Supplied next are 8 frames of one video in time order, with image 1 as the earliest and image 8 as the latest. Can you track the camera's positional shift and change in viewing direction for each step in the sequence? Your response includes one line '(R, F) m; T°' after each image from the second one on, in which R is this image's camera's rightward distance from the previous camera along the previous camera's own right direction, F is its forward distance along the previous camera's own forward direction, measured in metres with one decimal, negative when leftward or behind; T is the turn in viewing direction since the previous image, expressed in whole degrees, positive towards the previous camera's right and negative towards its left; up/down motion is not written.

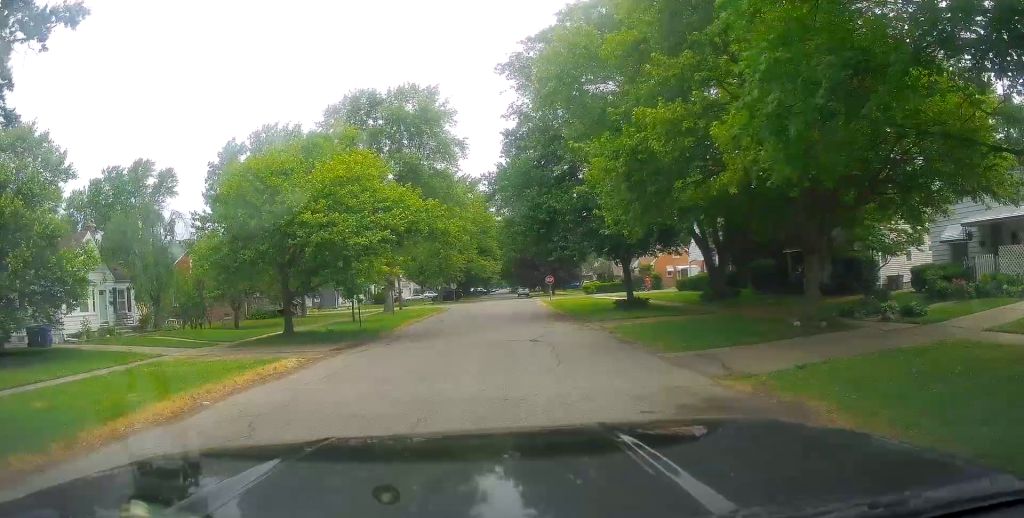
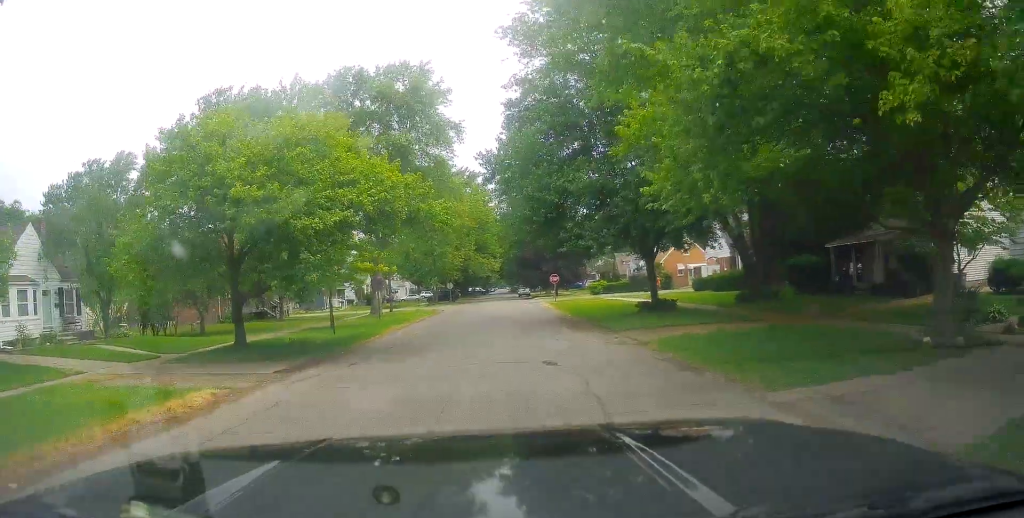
(+0.3, +5.0) m; +3°
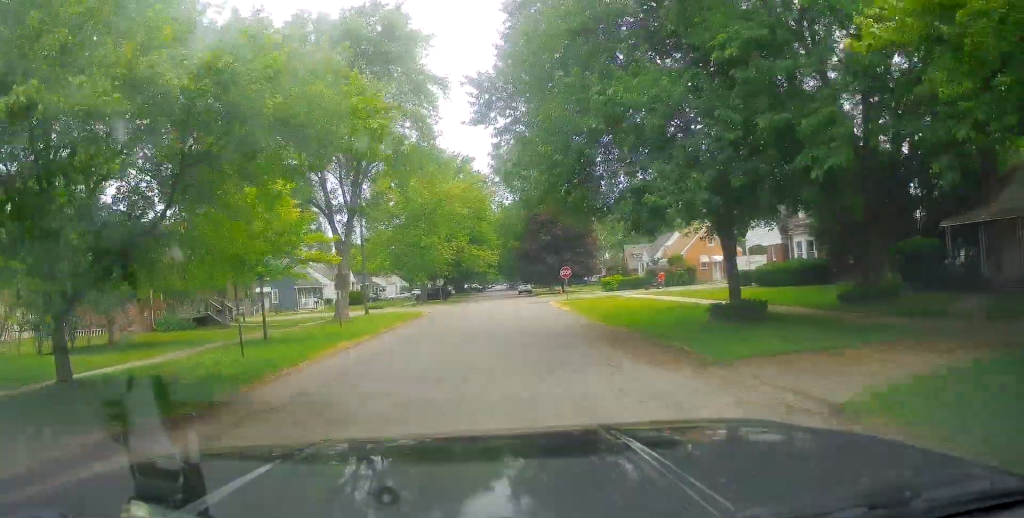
(+0.1, +9.6) m; 0°
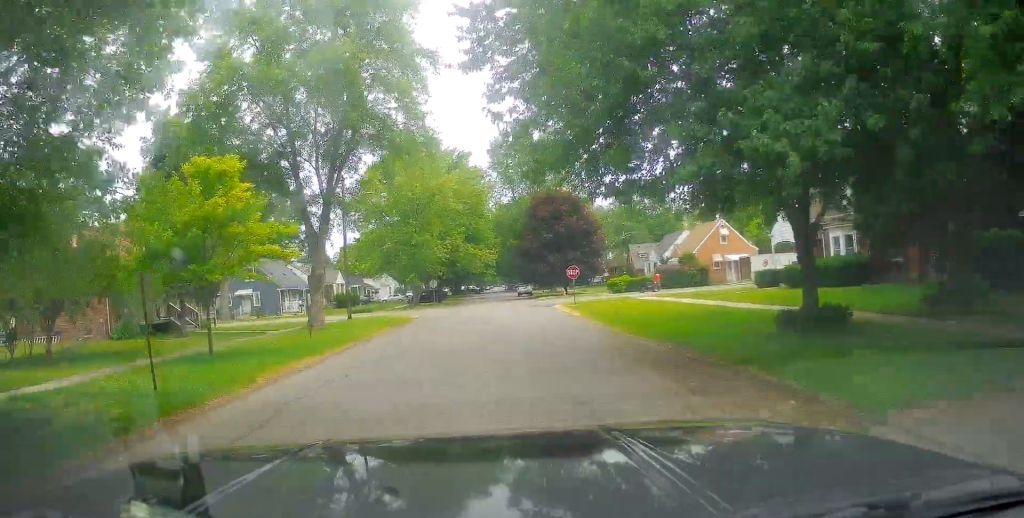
(0.0, +4.7) m; -1°
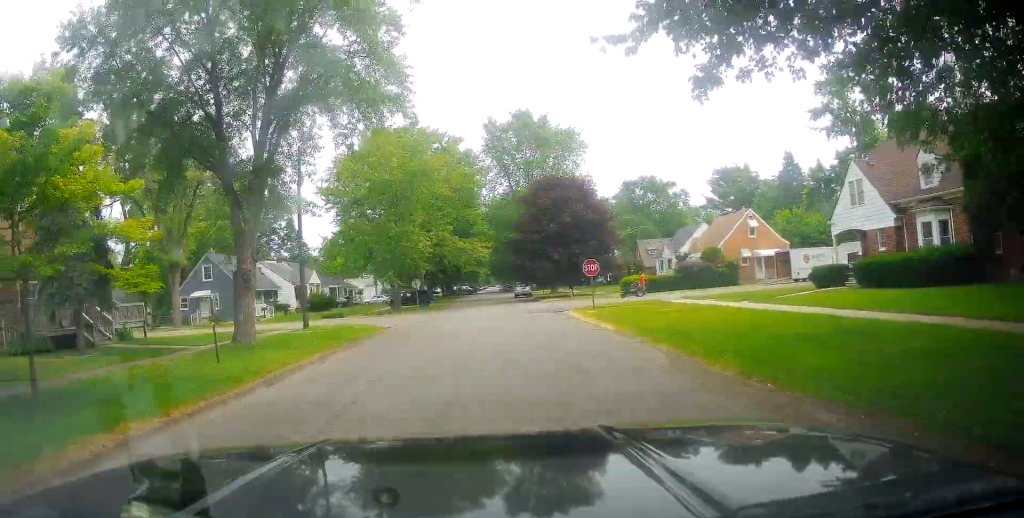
(-0.2, +8.4) m; -1°
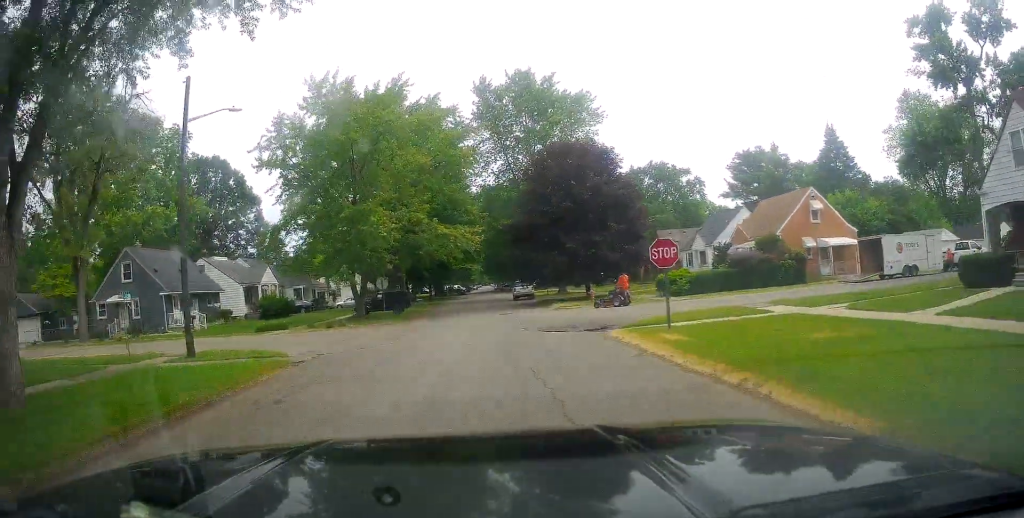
(+0.2, +12.8) m; +2°
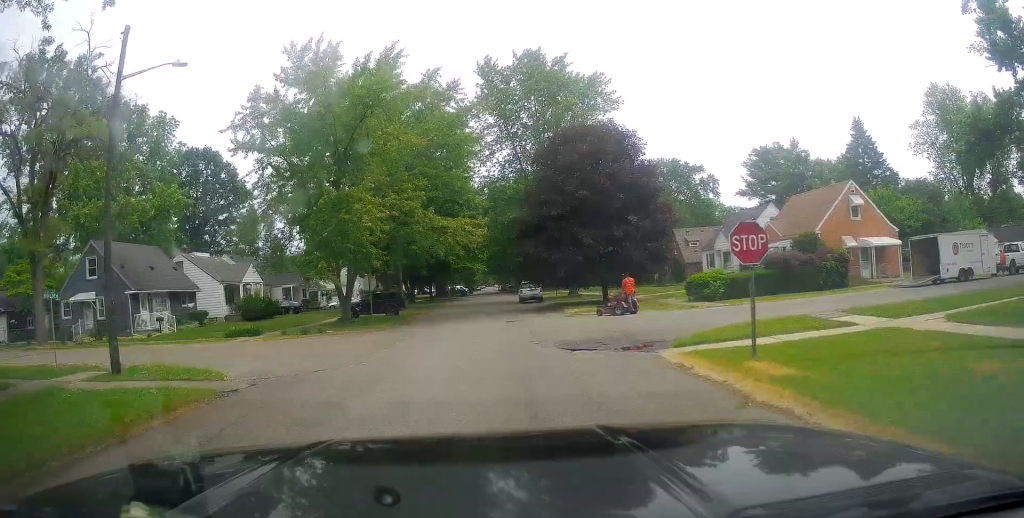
(0.0, +5.5) m; -5°
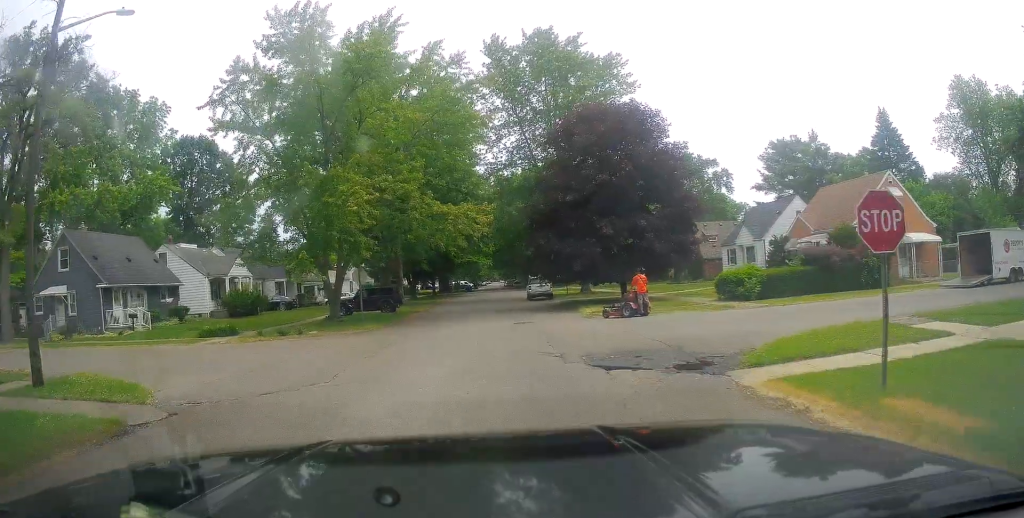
(-0.2, +4.2) m; -2°
